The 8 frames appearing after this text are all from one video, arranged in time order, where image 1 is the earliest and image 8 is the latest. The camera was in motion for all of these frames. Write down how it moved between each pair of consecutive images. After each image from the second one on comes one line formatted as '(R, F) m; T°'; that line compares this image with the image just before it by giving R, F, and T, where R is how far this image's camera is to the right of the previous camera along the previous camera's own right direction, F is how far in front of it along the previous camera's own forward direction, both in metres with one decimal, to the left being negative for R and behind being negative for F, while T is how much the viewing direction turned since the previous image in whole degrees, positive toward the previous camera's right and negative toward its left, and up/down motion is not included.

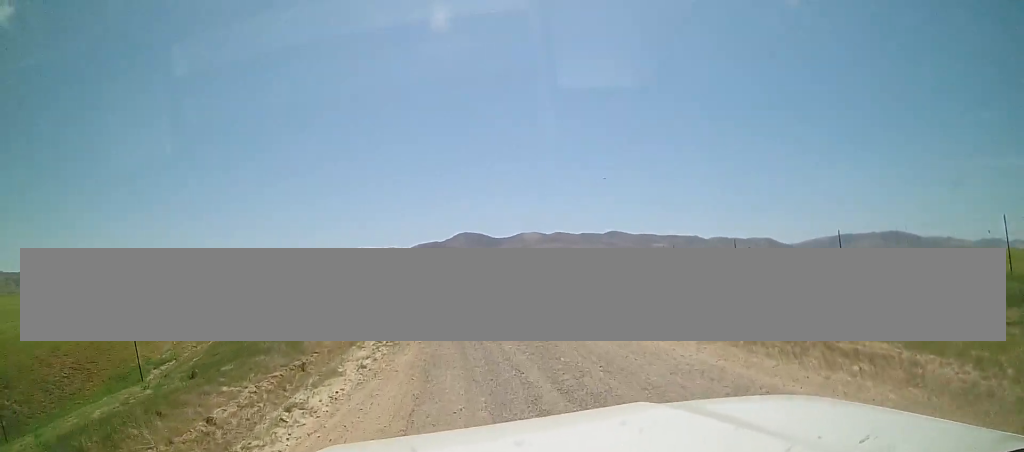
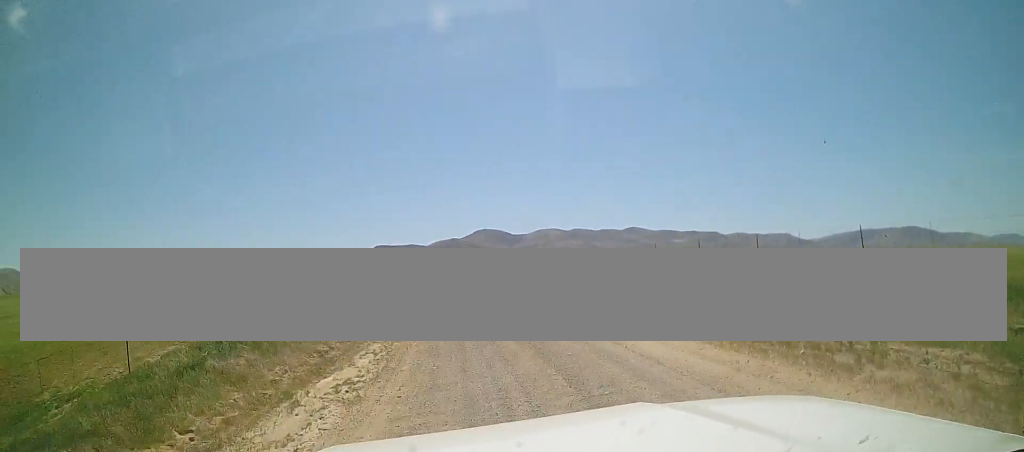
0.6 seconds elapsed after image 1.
(-0.1, +6.0) m; -1°
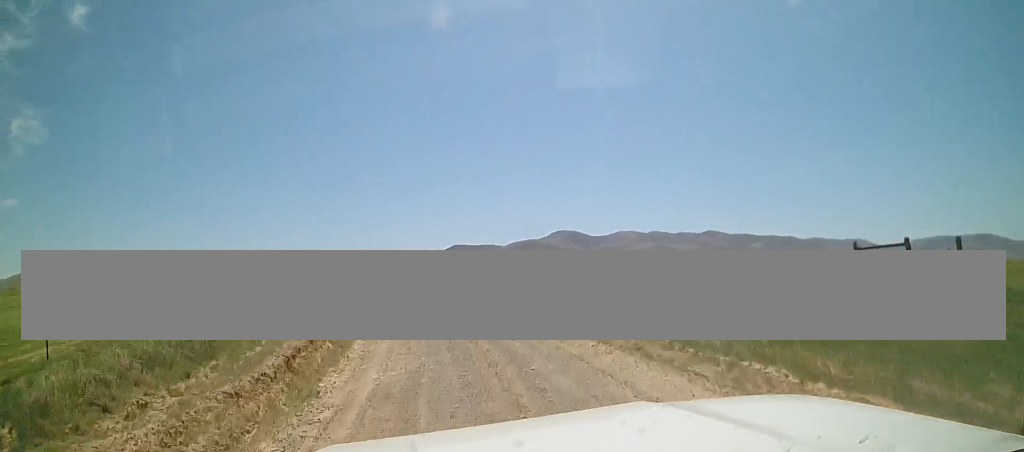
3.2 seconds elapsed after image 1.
(-1.9, +25.5) m; -10°
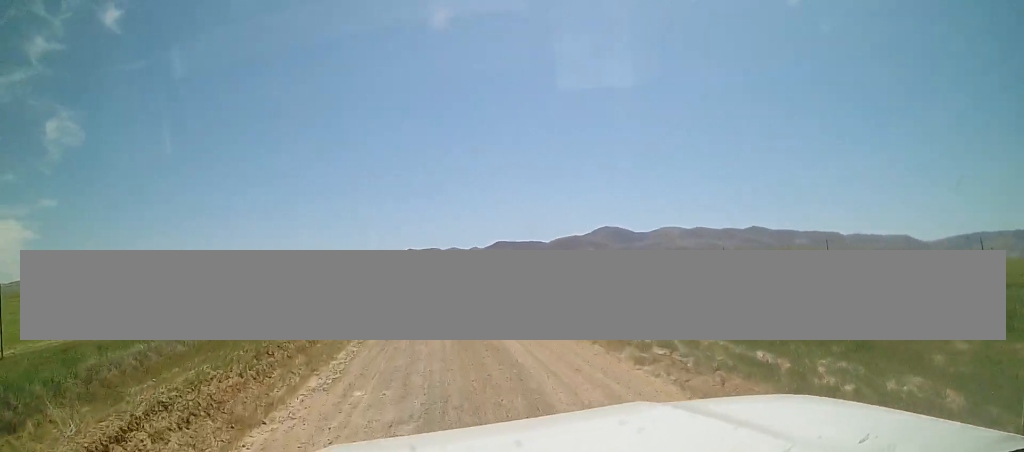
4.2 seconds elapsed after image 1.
(-0.3, +10.2) m; -3°
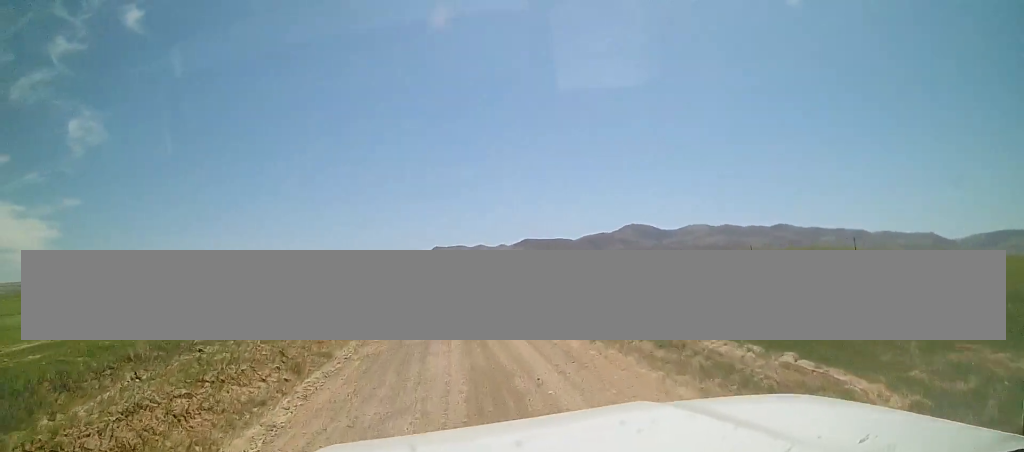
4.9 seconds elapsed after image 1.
(+0.1, +6.5) m; -3°
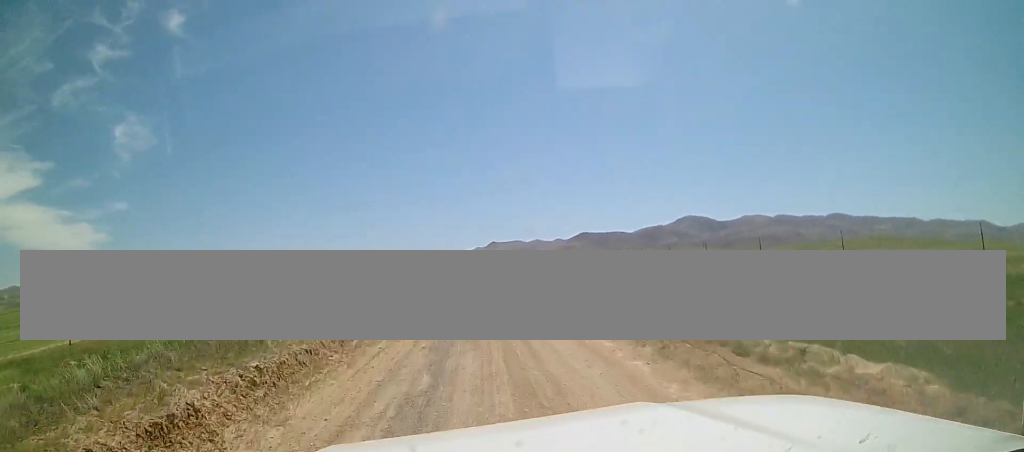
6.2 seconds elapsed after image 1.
(-0.9, +13.7) m; -4°
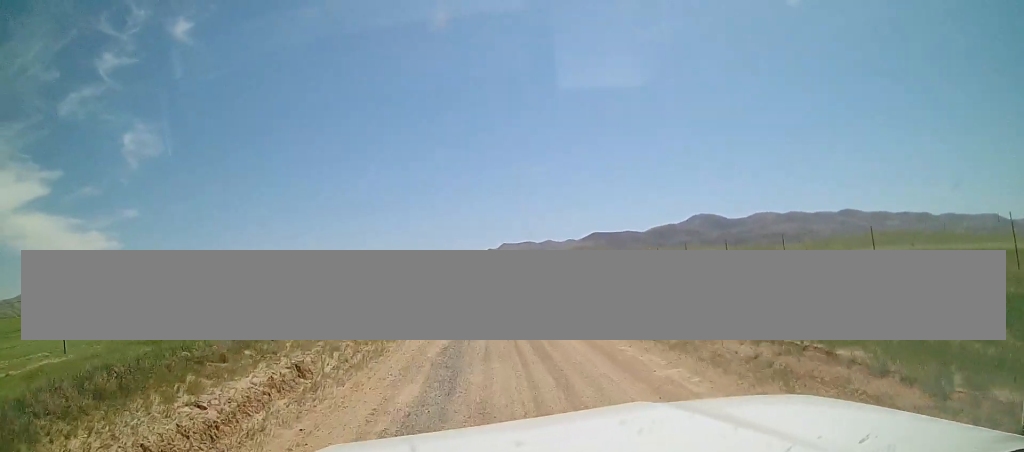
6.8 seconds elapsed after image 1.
(+0.2, +6.0) m; 0°
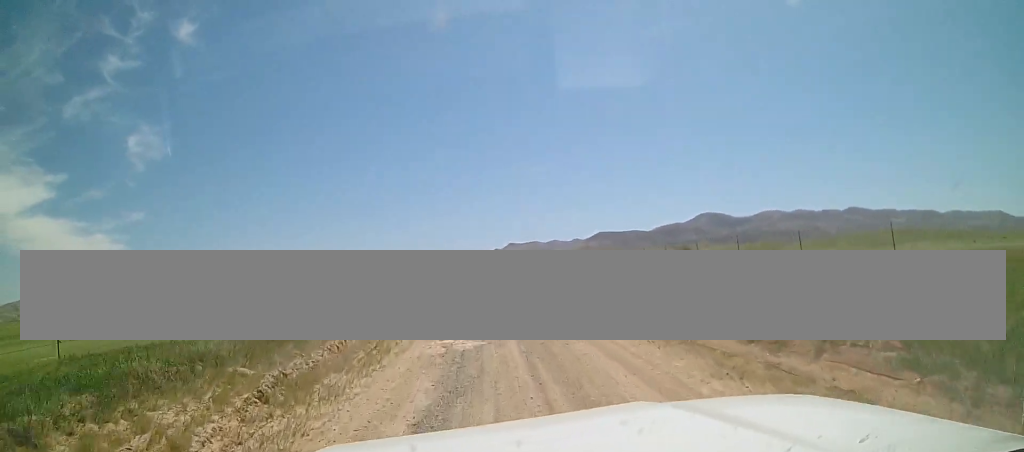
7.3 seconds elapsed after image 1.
(0.0, +5.7) m; -1°
